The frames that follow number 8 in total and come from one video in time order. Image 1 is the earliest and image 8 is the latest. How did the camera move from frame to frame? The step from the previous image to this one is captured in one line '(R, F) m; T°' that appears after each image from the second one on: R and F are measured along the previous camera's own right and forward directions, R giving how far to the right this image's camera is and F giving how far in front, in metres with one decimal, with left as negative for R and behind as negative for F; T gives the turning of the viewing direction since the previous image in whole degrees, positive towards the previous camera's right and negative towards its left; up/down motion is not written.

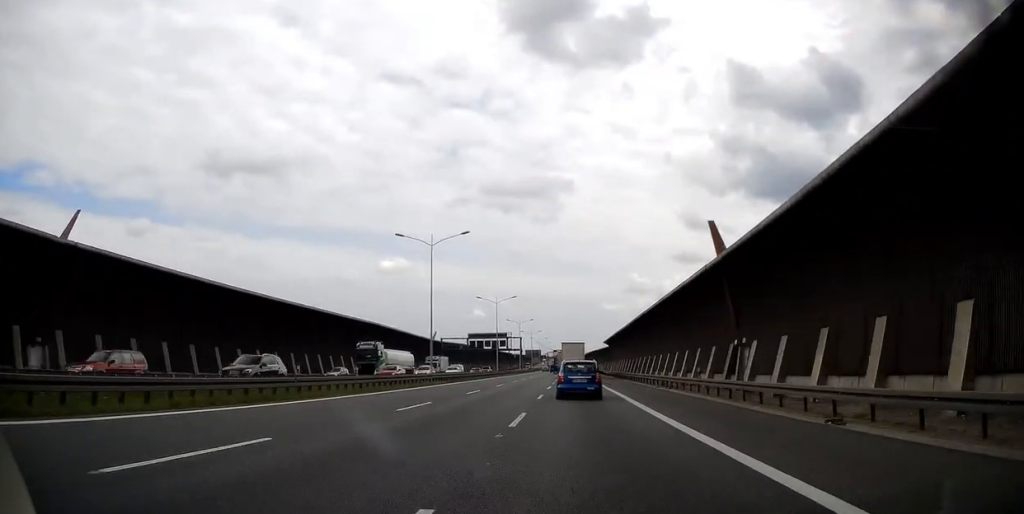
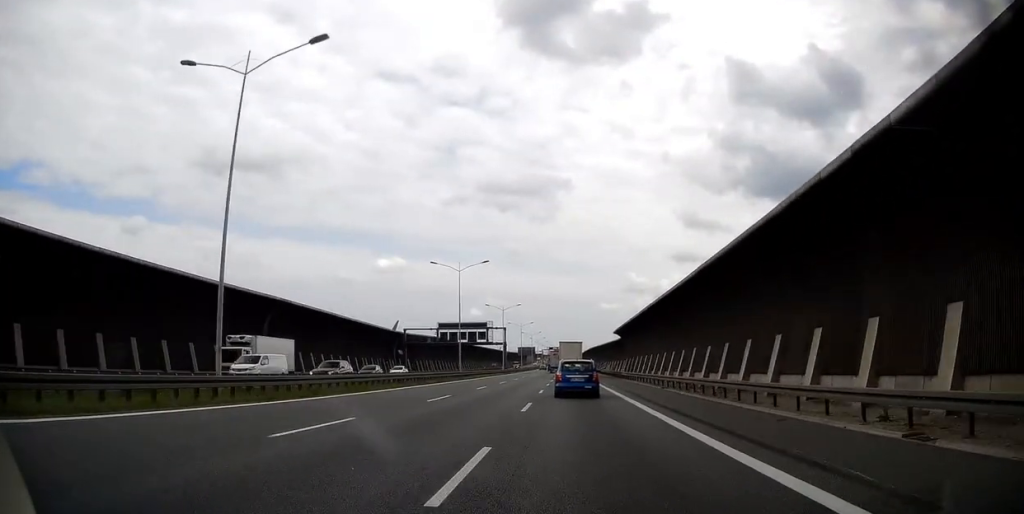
(0.0, +31.0) m; 0°
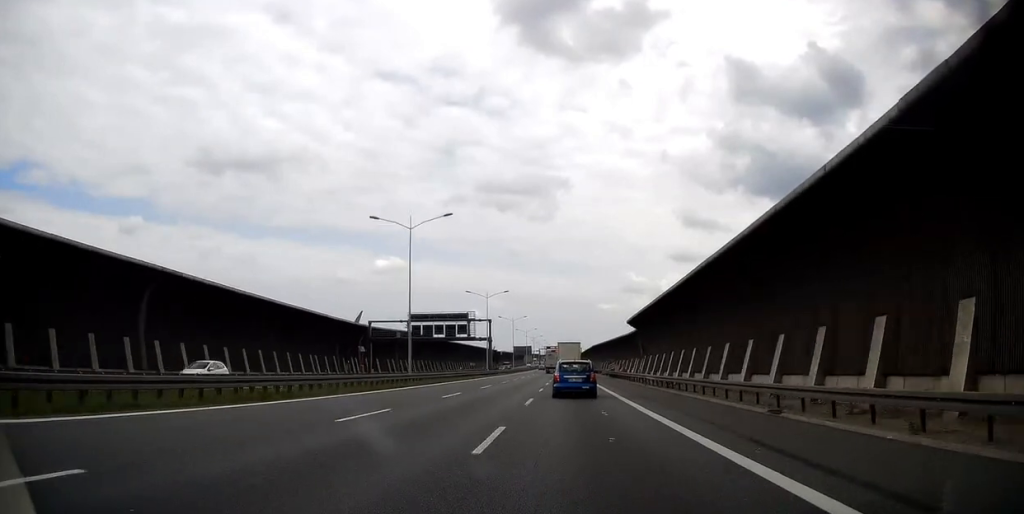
(-0.1, +20.7) m; -1°
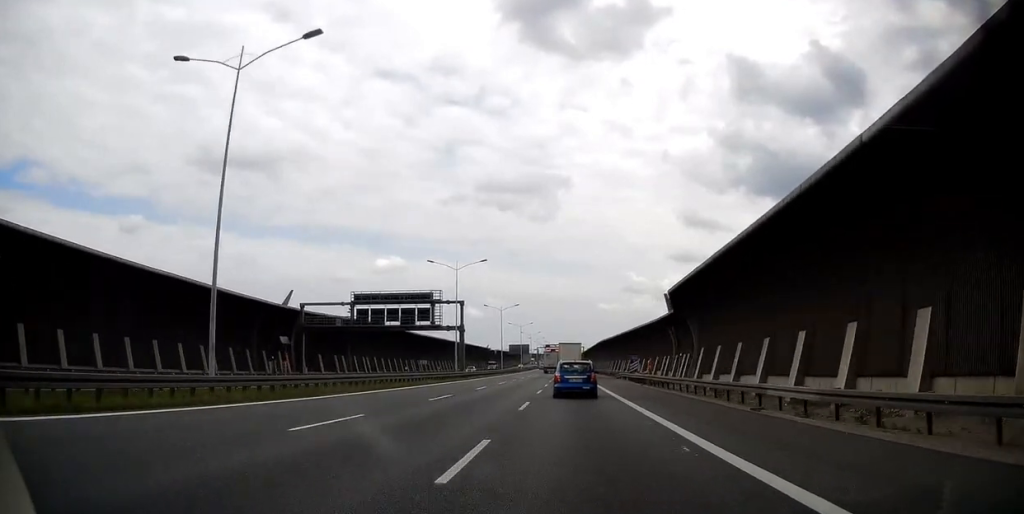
(-0.2, +26.4) m; 0°
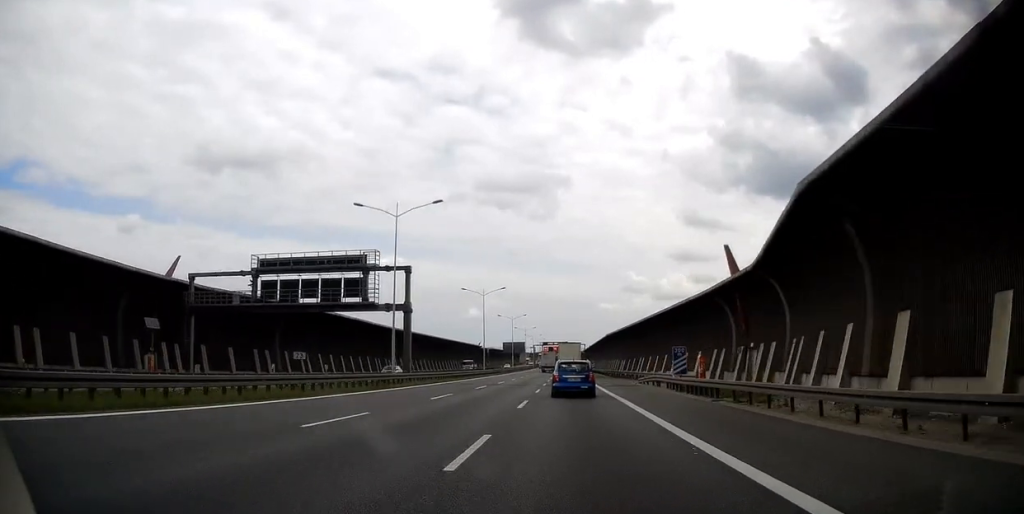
(+0.3, +23.2) m; 0°
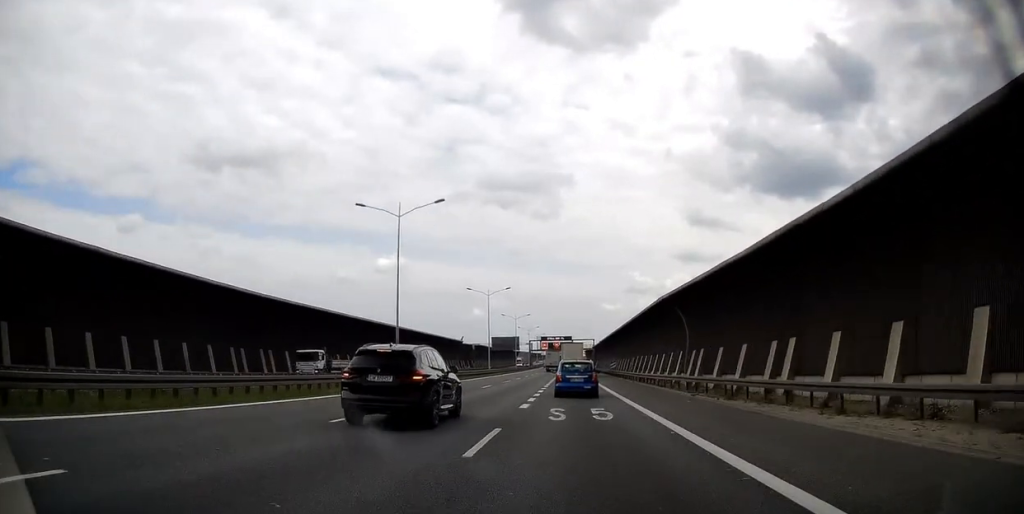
(0.0, +47.0) m; 0°
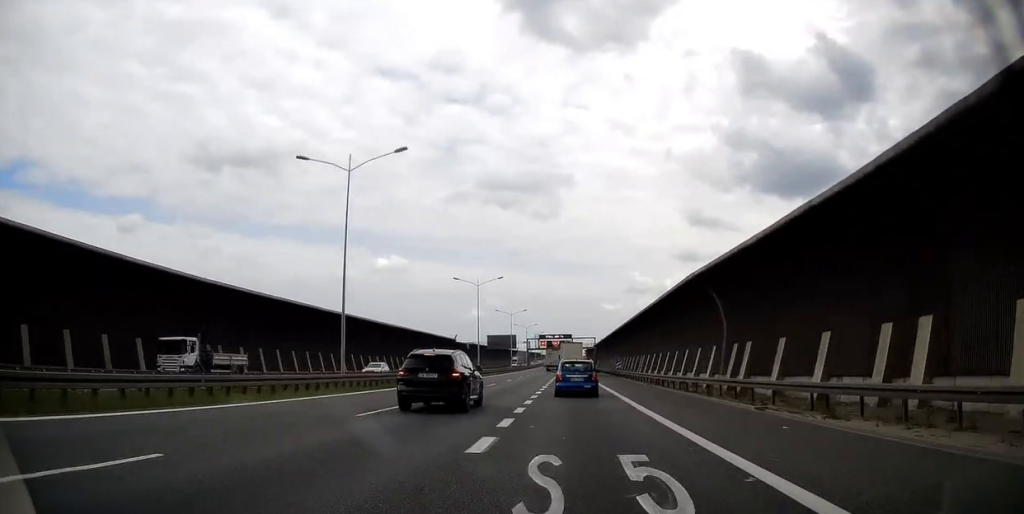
(+0.2, +10.3) m; 0°
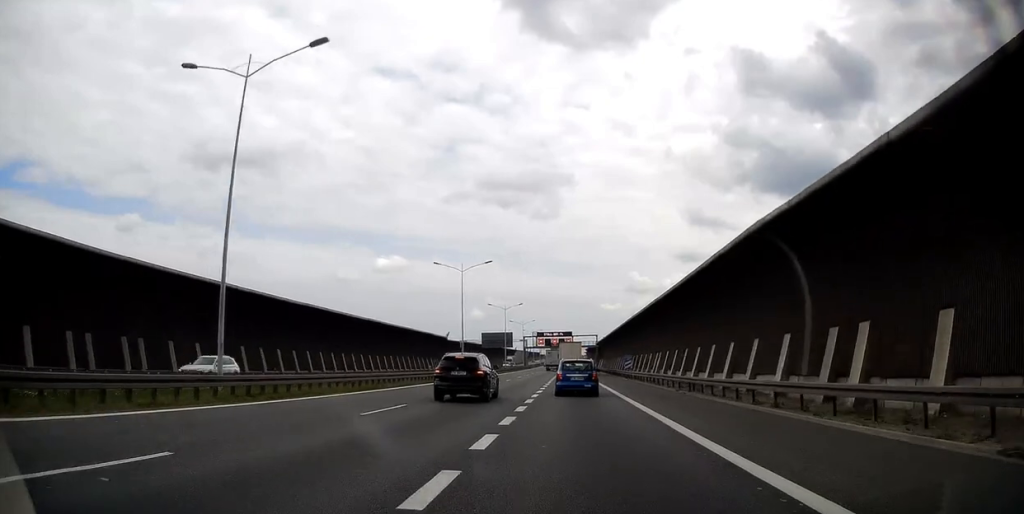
(-0.2, +11.8) m; -1°
